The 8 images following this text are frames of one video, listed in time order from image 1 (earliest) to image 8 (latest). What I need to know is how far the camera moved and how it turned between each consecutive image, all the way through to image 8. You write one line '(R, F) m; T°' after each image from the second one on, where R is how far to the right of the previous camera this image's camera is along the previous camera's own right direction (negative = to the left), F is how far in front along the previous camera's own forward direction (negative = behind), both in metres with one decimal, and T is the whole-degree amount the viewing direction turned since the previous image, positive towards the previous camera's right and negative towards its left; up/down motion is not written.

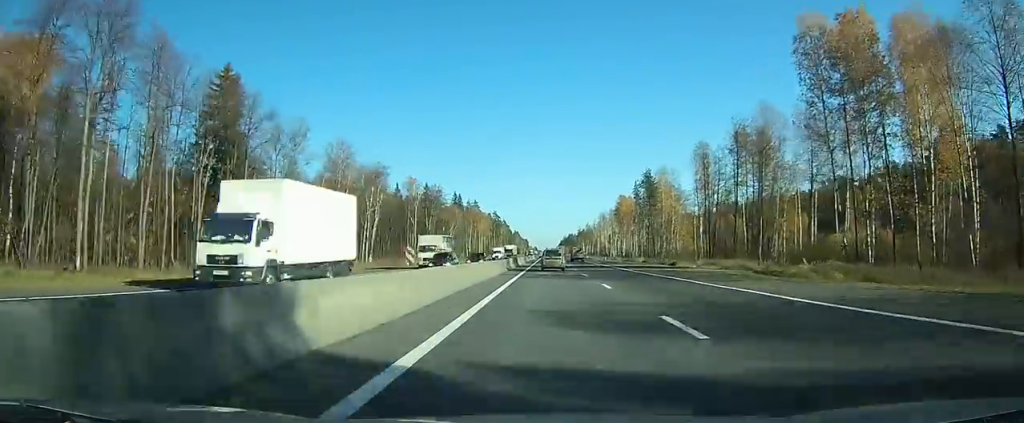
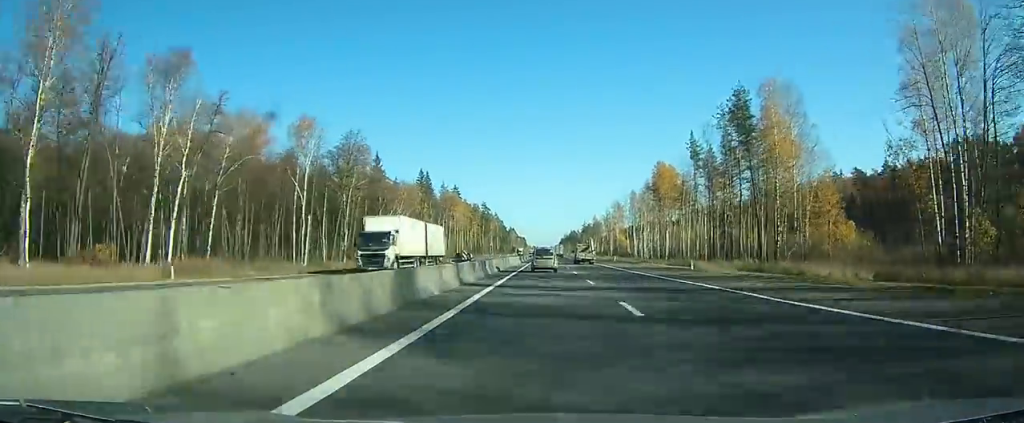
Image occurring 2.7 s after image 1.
(+0.3, +71.1) m; 0°
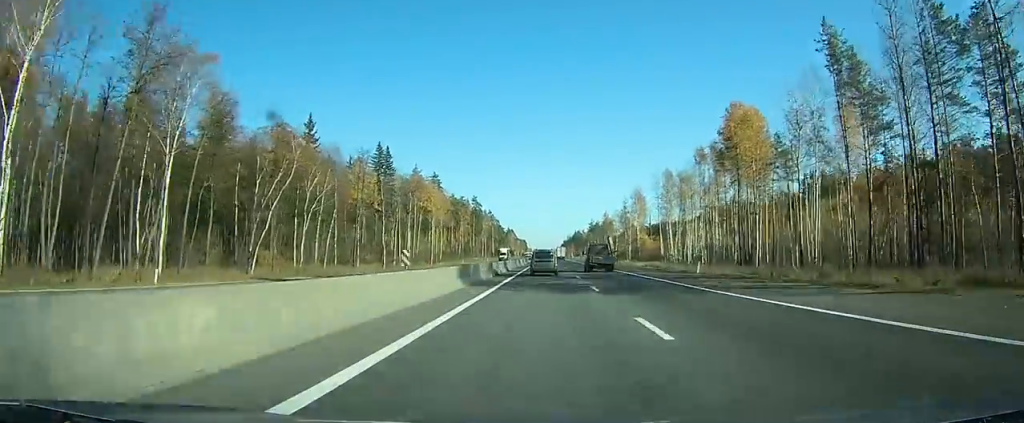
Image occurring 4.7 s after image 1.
(0.0, +51.4) m; 0°
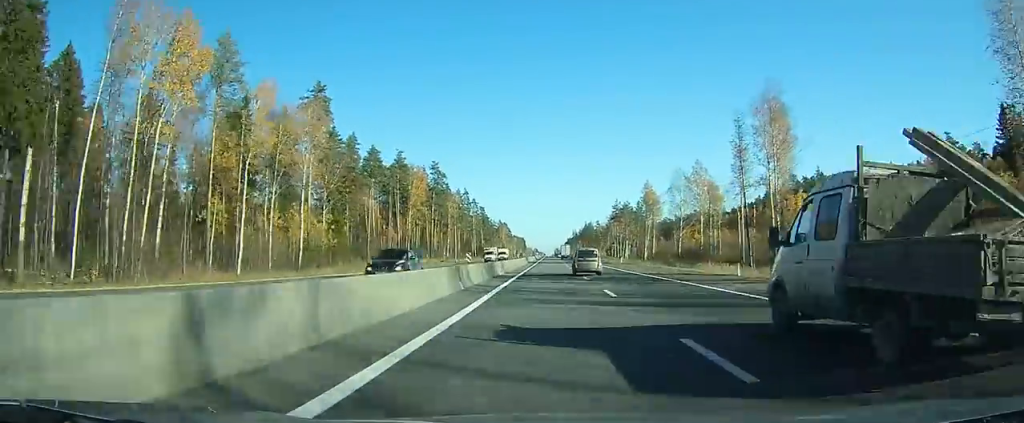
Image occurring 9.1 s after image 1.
(-0.5, +107.9) m; 0°
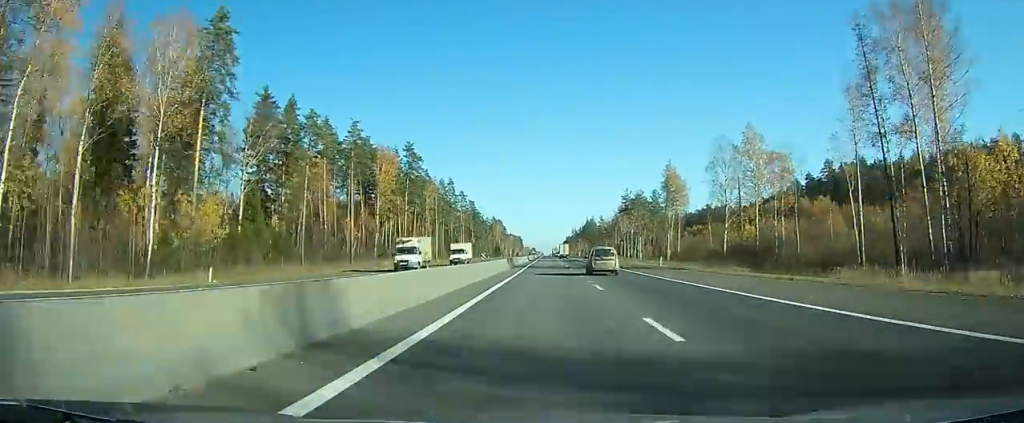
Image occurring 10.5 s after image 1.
(0.0, +33.9) m; 0°
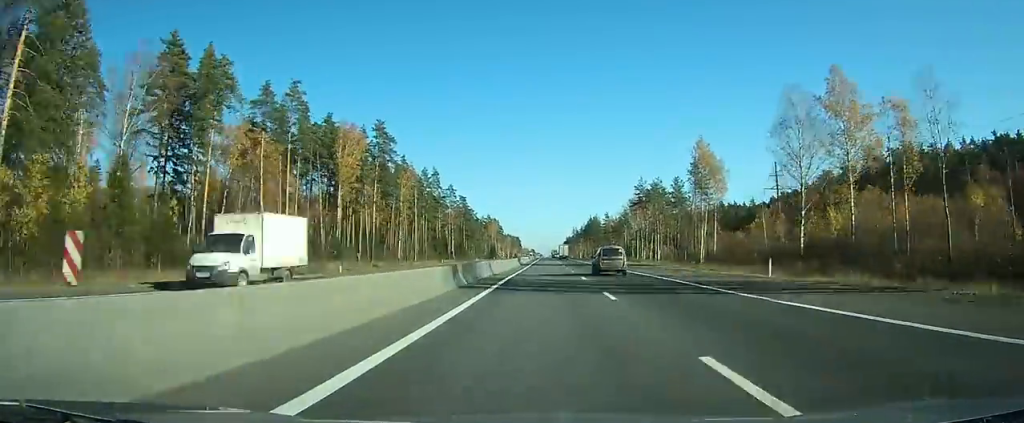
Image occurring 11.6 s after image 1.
(0.0, +29.4) m; 0°
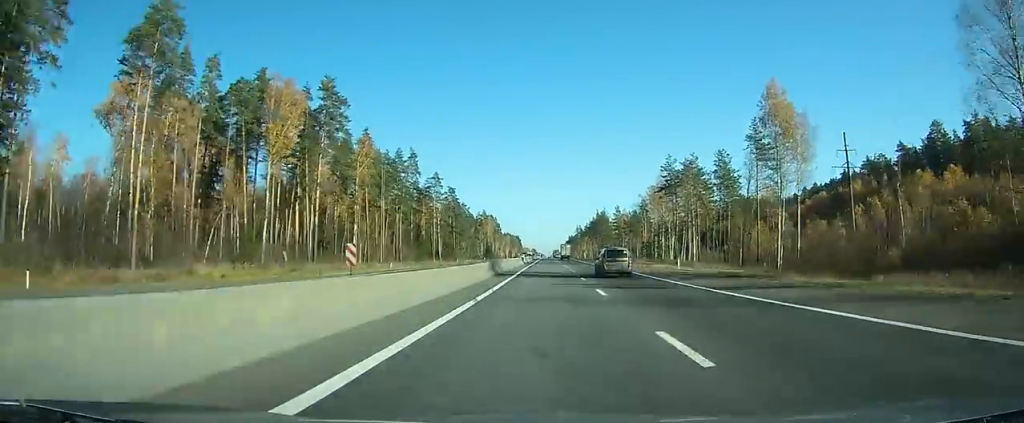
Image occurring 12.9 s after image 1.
(0.0, +34.7) m; 0°
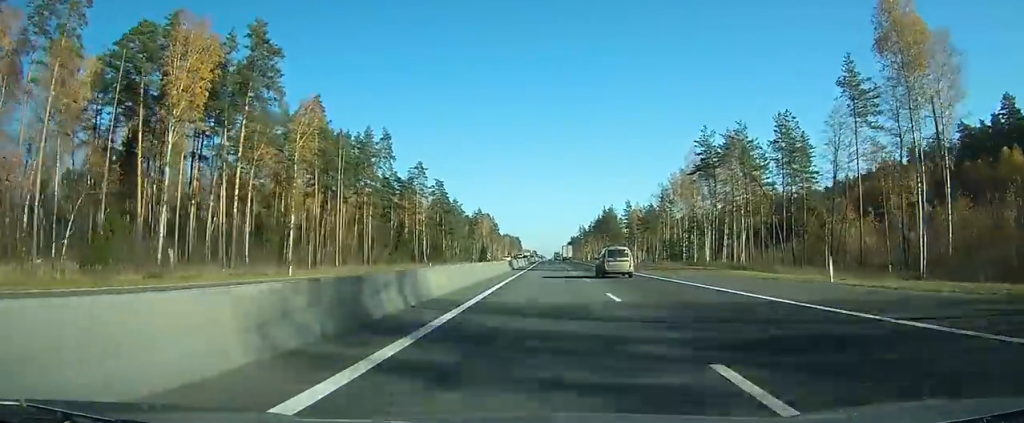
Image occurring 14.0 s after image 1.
(0.0, +27.3) m; 0°
